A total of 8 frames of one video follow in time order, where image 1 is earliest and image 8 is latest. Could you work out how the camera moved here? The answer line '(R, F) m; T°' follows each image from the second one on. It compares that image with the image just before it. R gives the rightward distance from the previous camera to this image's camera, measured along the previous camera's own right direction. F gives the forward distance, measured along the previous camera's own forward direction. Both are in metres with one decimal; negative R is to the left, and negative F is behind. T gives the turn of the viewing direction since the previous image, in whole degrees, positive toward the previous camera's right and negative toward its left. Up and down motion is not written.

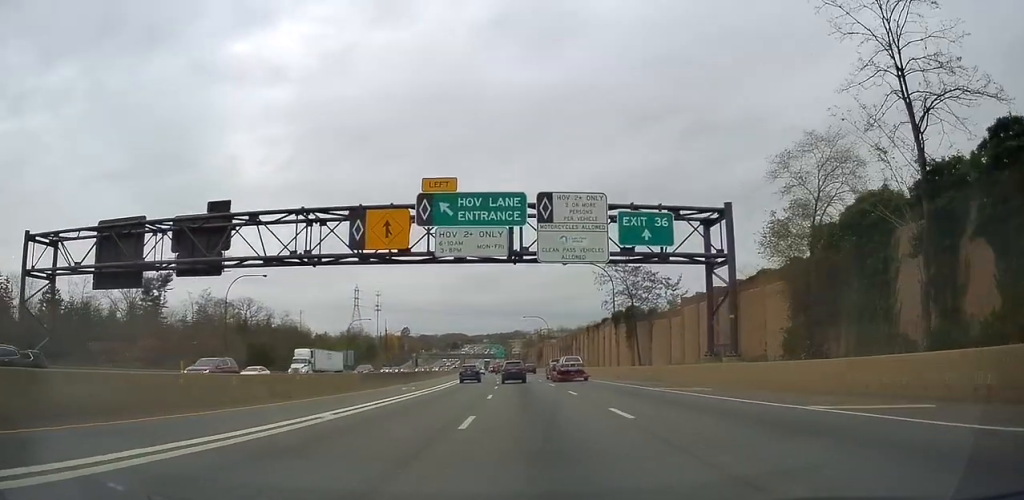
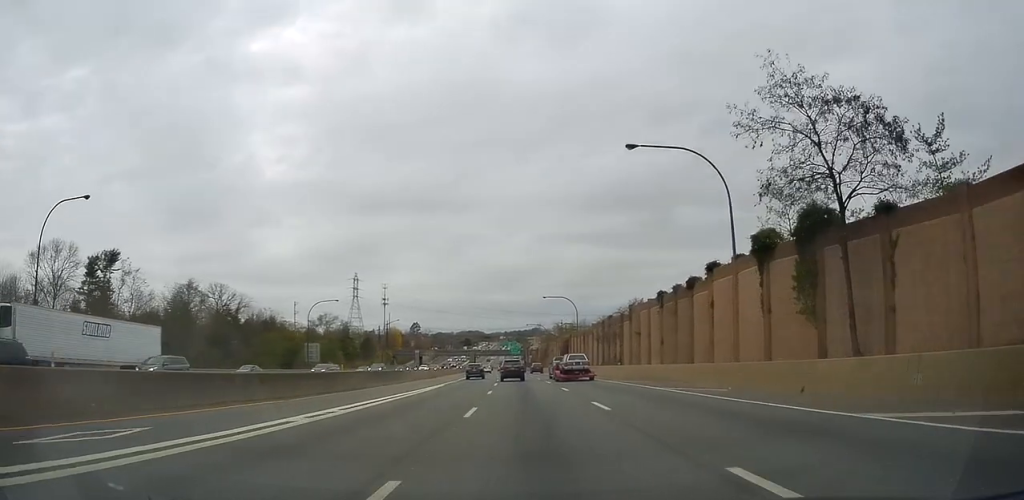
(-0.7, +33.5) m; -2°
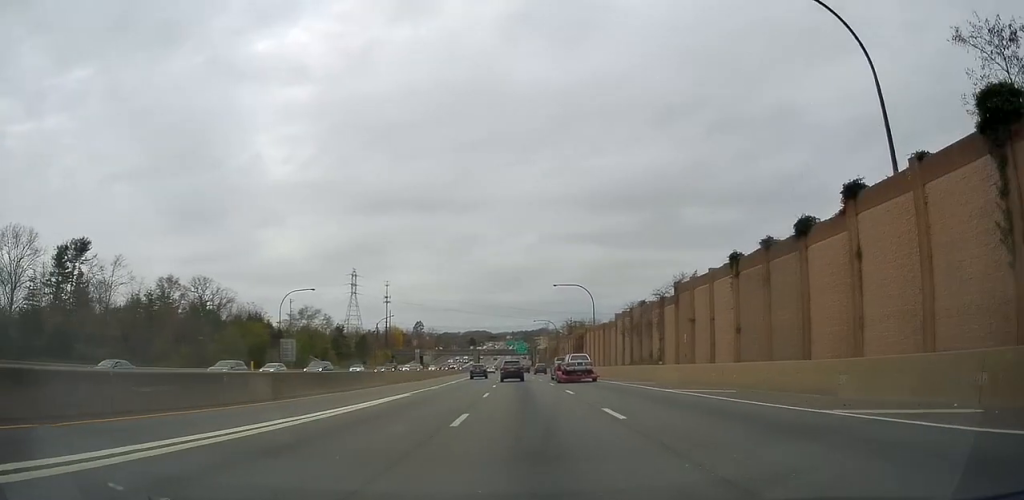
(0.0, +14.4) m; -1°
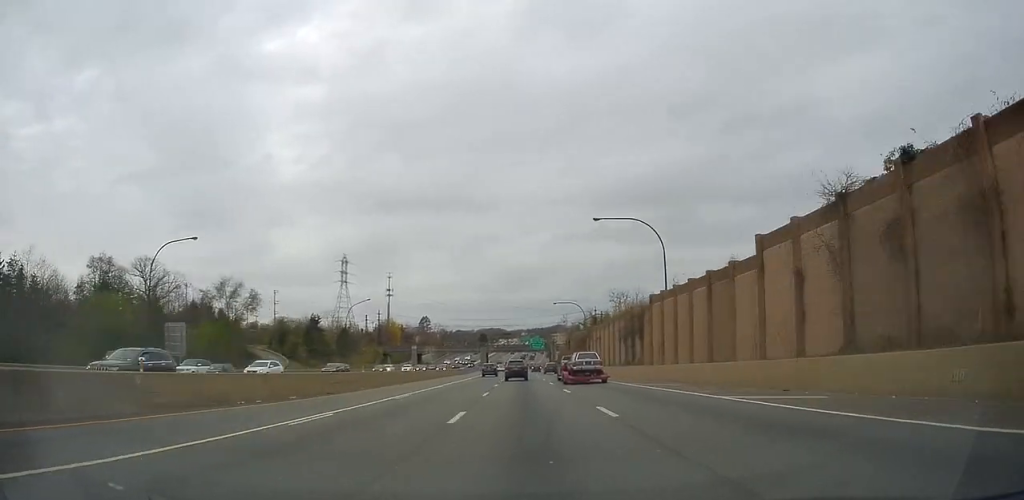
(-0.6, +35.1) m; -2°
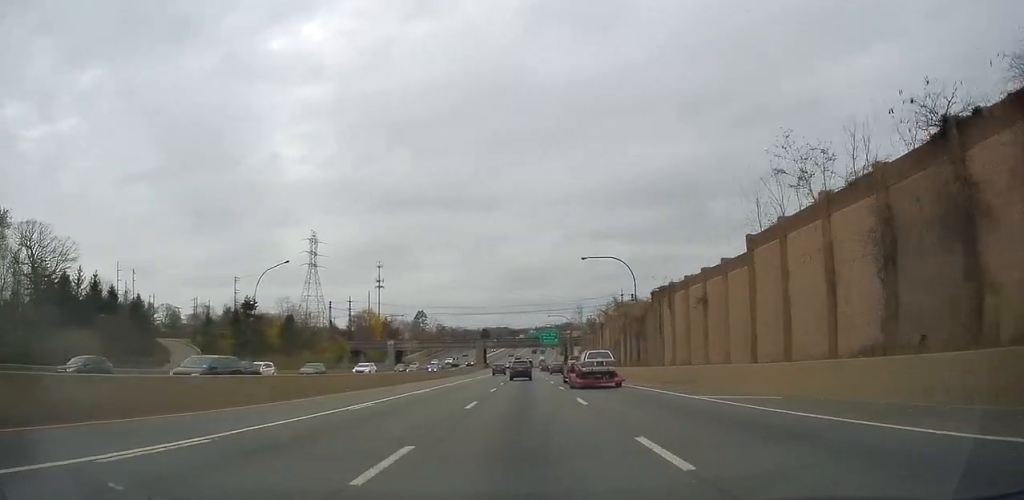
(-0.6, +42.2) m; -2°
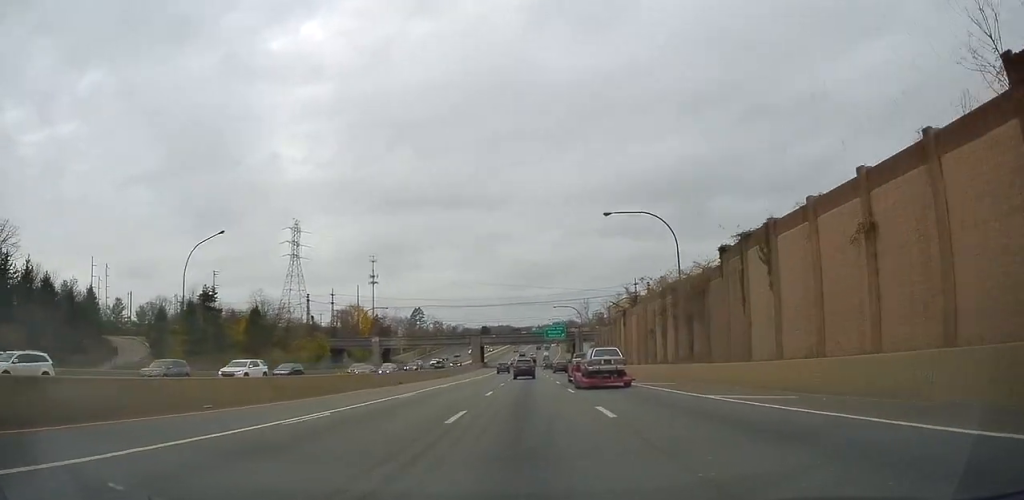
(-0.2, +17.0) m; -1°
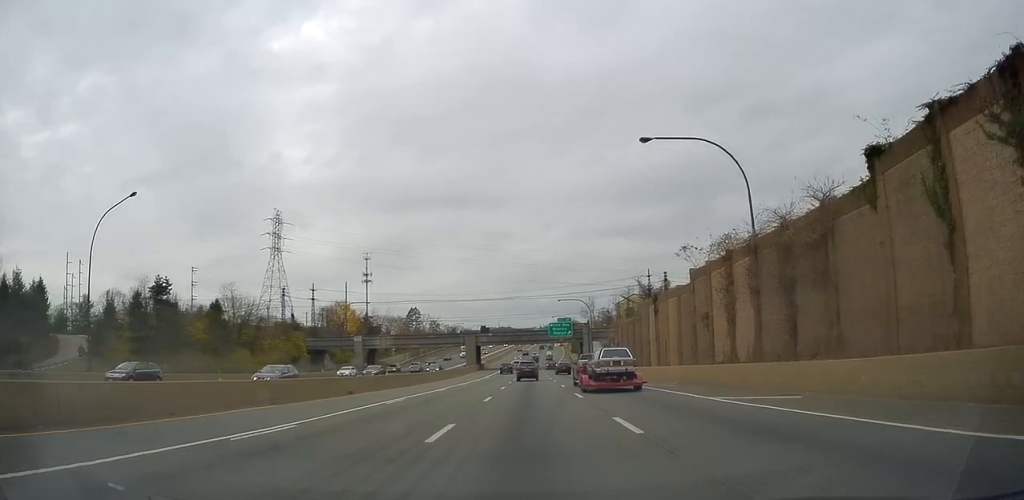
(0.0, +14.8) m; -1°
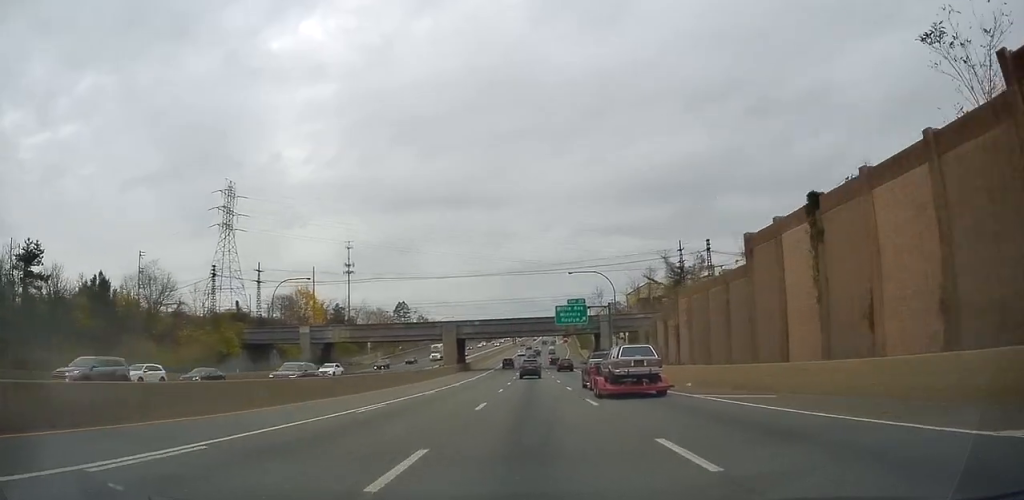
(-0.4, +28.0) m; 0°
